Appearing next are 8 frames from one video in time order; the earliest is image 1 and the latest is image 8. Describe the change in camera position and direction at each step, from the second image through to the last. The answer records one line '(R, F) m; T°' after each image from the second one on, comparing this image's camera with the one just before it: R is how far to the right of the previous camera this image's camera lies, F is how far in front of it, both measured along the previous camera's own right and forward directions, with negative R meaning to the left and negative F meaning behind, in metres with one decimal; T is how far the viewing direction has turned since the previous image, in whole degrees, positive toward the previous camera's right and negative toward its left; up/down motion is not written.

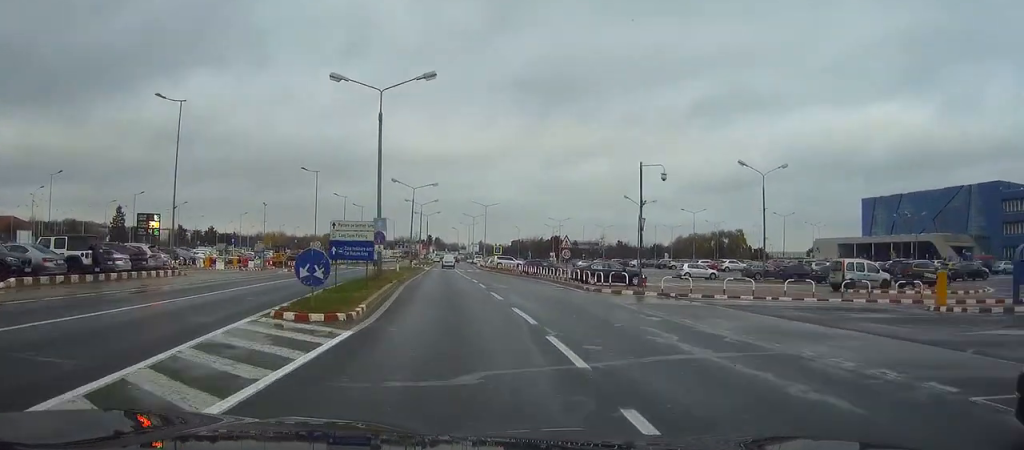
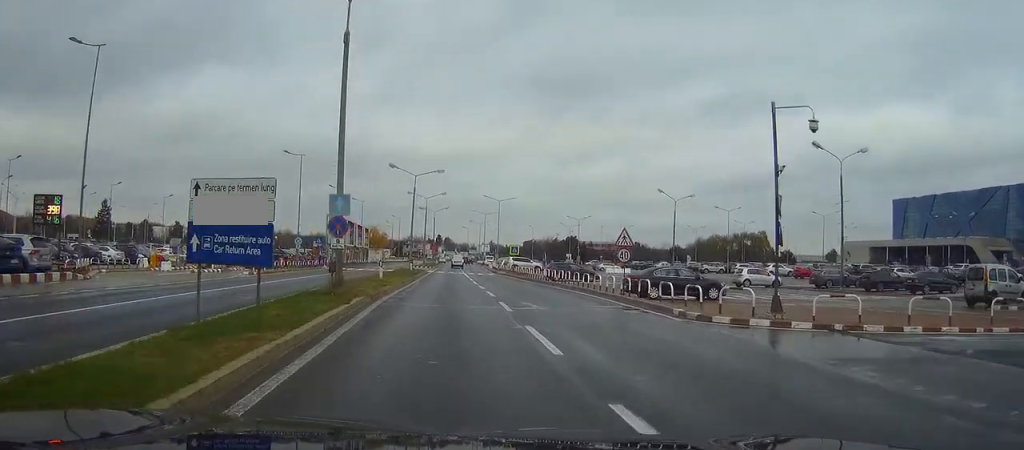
(+0.1, +12.5) m; +1°
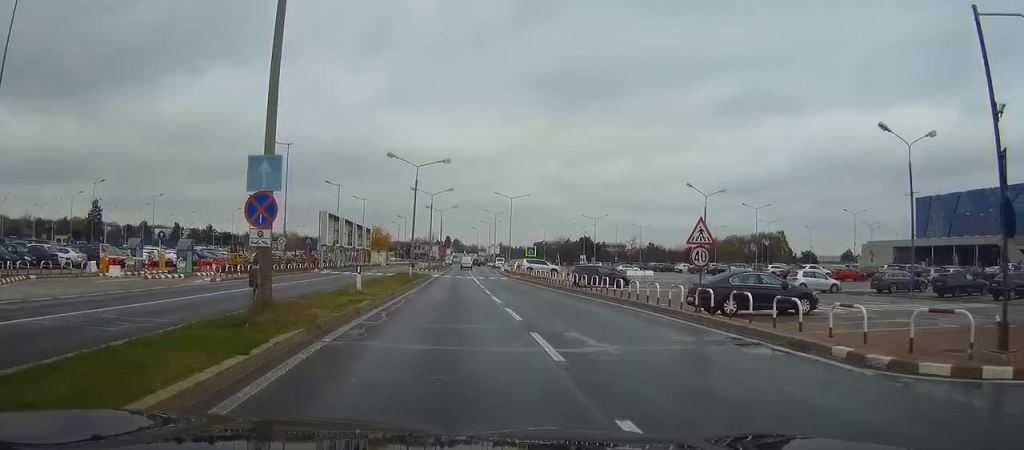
(0.0, +8.2) m; 0°
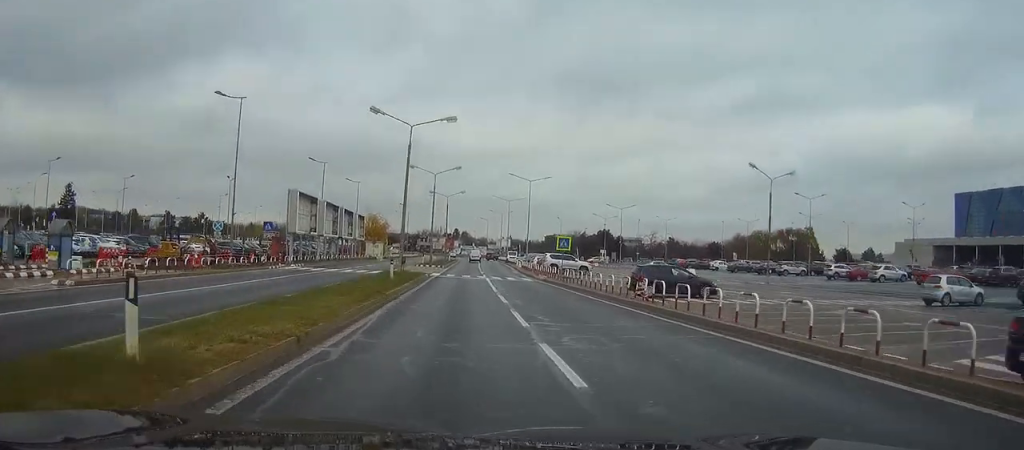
(-0.1, +15.3) m; -1°
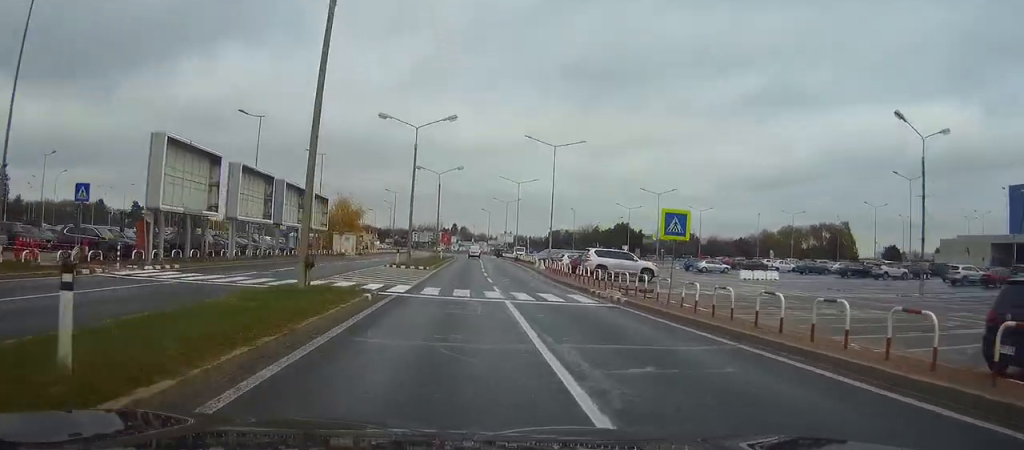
(-0.1, +24.2) m; 0°
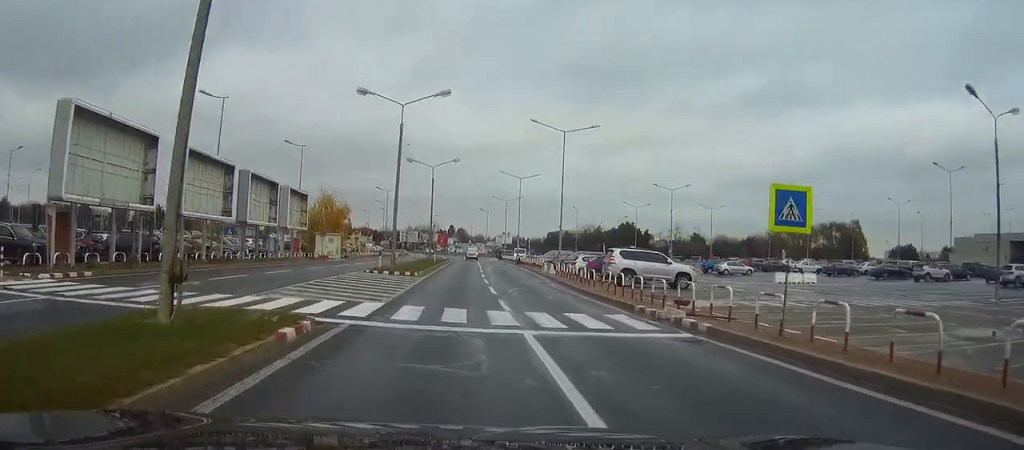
(0.0, +7.9) m; 0°
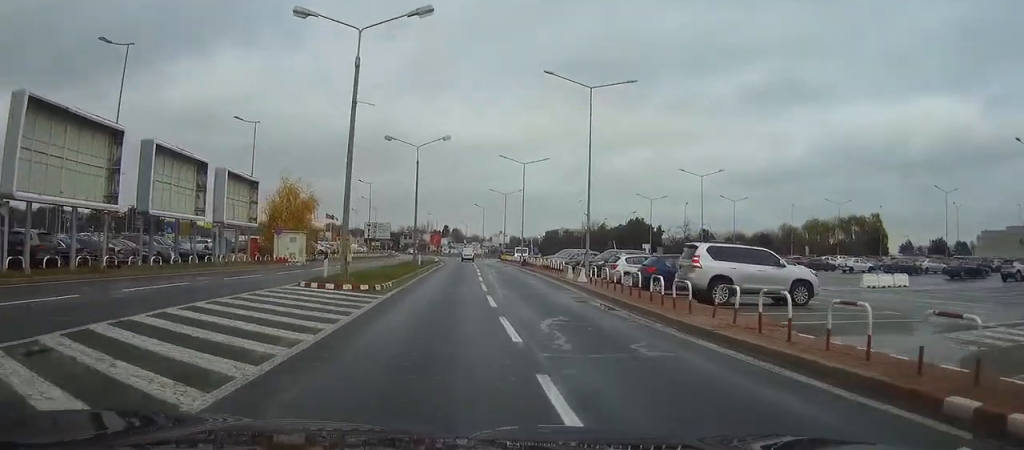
(0.0, +13.7) m; 0°
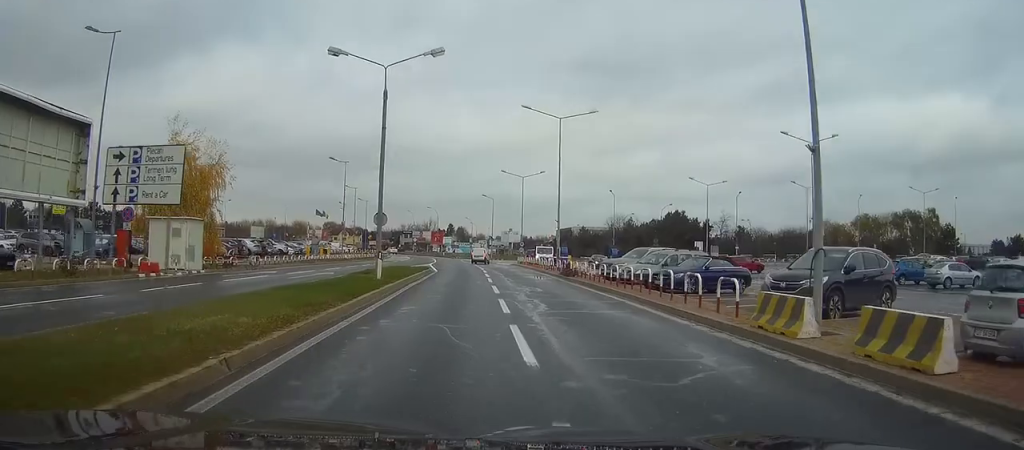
(0.0, +24.6) m; 0°
